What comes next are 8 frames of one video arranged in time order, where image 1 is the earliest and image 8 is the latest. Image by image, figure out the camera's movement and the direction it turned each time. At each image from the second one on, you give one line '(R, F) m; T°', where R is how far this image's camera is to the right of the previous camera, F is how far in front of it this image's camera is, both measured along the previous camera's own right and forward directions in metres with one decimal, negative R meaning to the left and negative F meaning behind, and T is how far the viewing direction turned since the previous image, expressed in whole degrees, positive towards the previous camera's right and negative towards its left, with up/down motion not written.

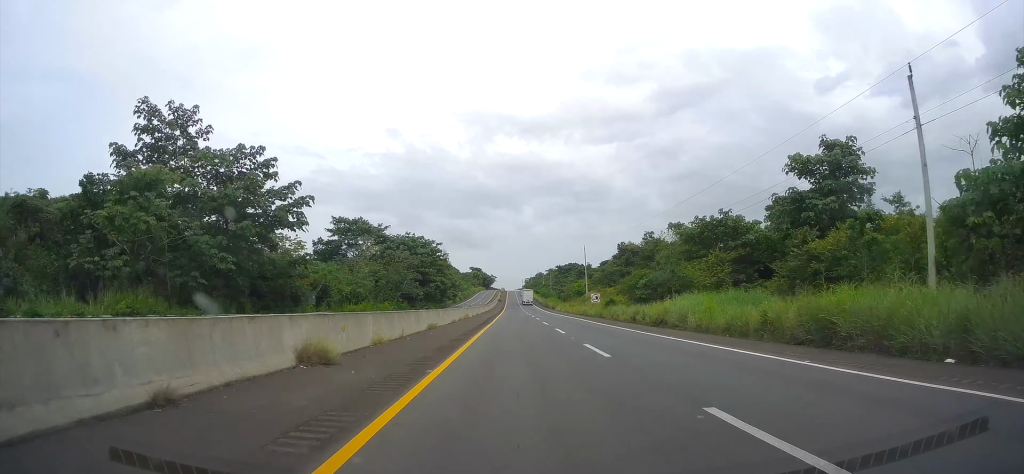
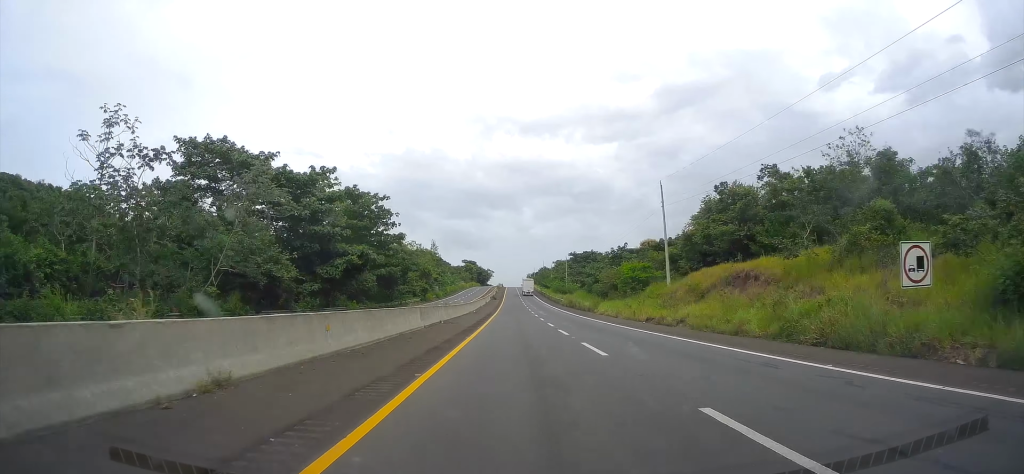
(+0.4, +59.6) m; 0°
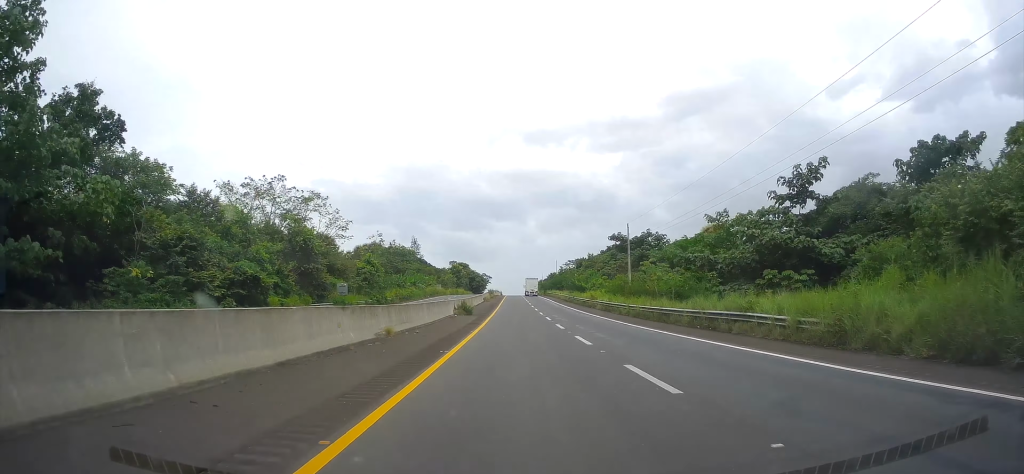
(-0.3, +78.1) m; 0°
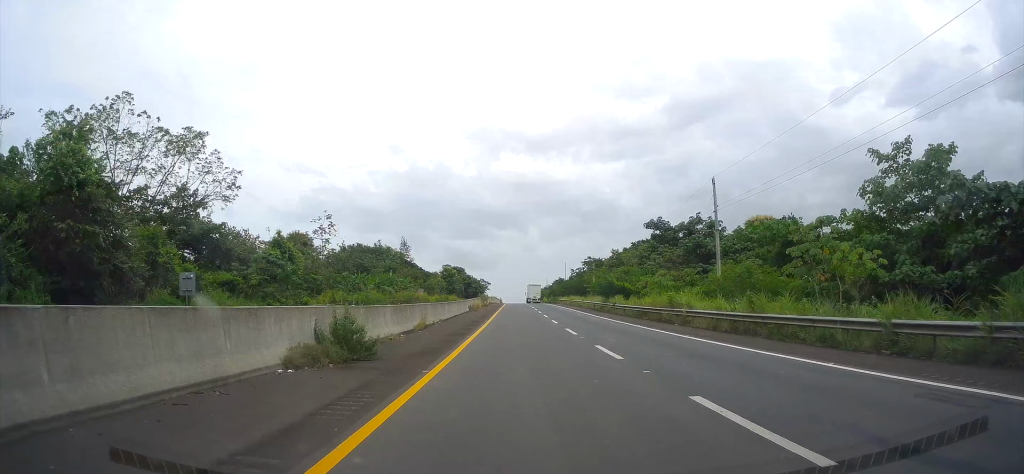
(+0.3, +31.1) m; 0°
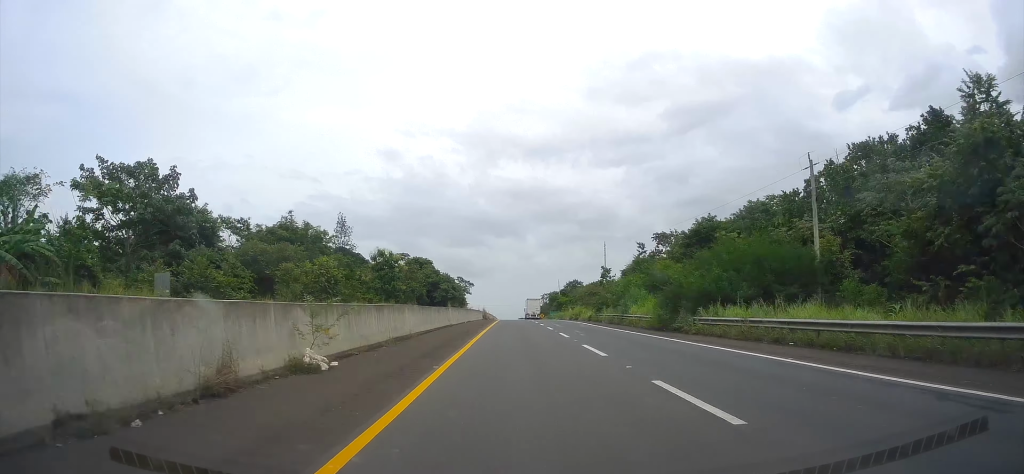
(-0.6, +90.3) m; 0°
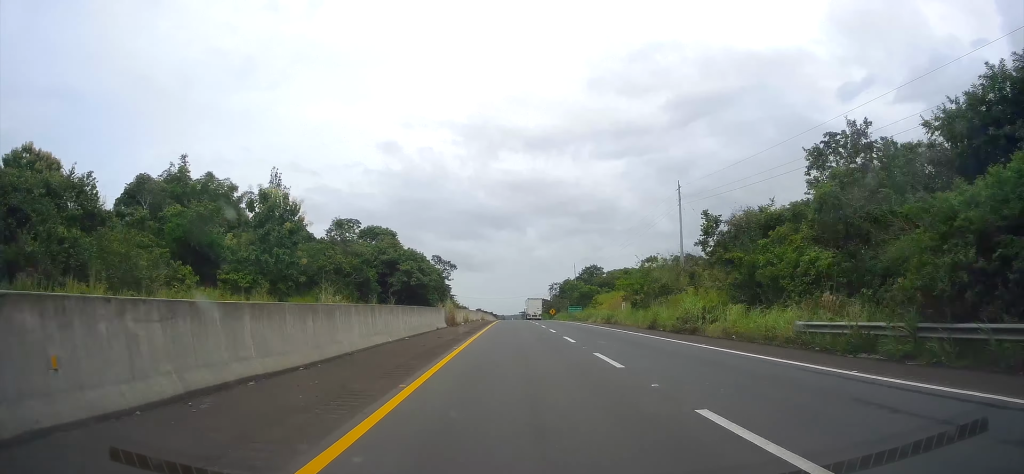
(0.0, +48.6) m; 0°
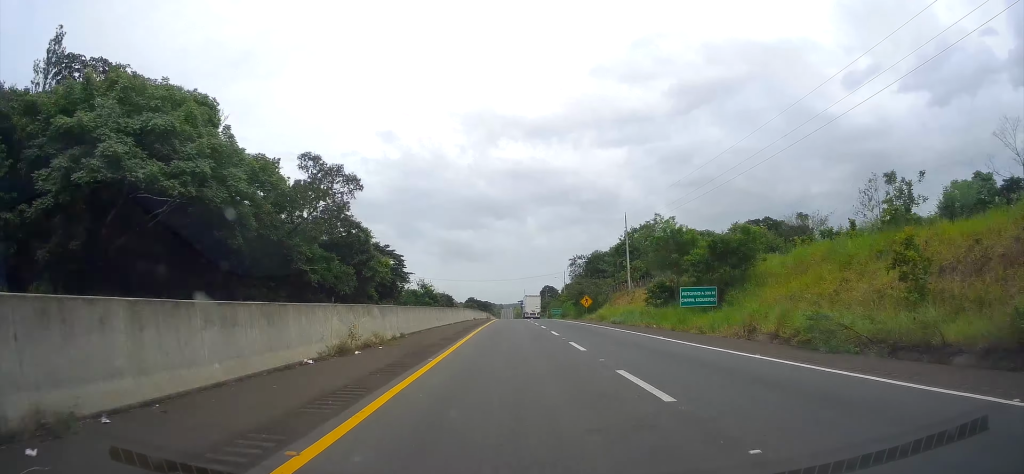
(+0.1, +68.5) m; 0°
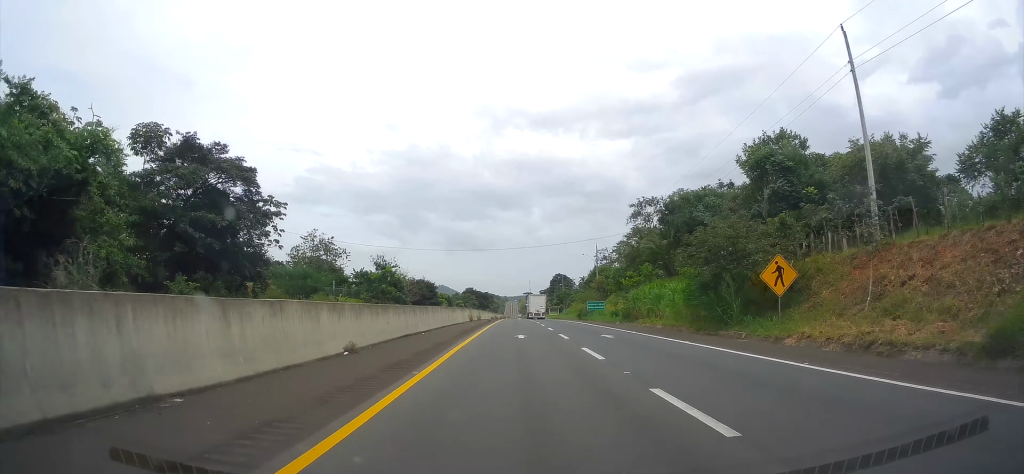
(0.0, +55.7) m; 0°
